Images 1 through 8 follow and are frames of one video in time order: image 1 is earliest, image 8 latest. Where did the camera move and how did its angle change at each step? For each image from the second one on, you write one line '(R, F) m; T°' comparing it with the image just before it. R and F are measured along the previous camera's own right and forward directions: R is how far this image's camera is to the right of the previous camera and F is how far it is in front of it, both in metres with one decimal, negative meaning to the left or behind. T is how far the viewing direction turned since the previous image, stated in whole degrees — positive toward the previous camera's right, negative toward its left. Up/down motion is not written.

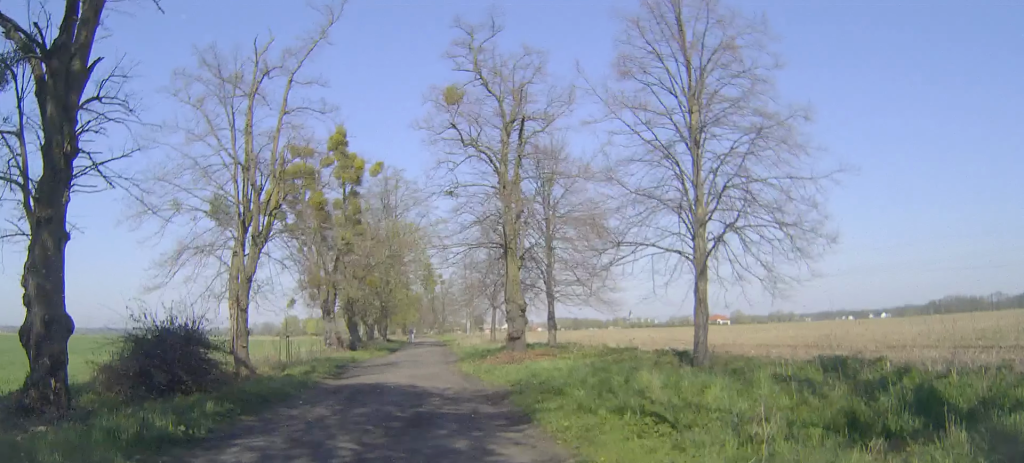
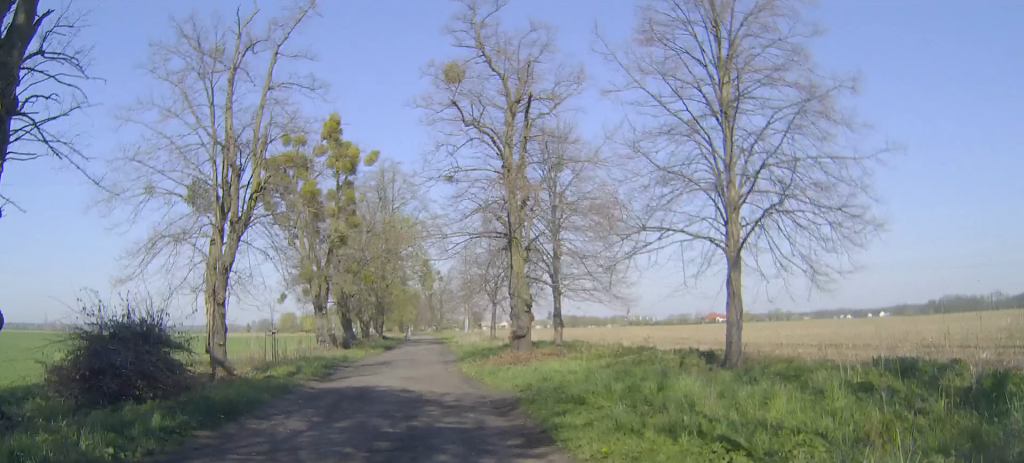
(0.0, +2.0) m; -1°
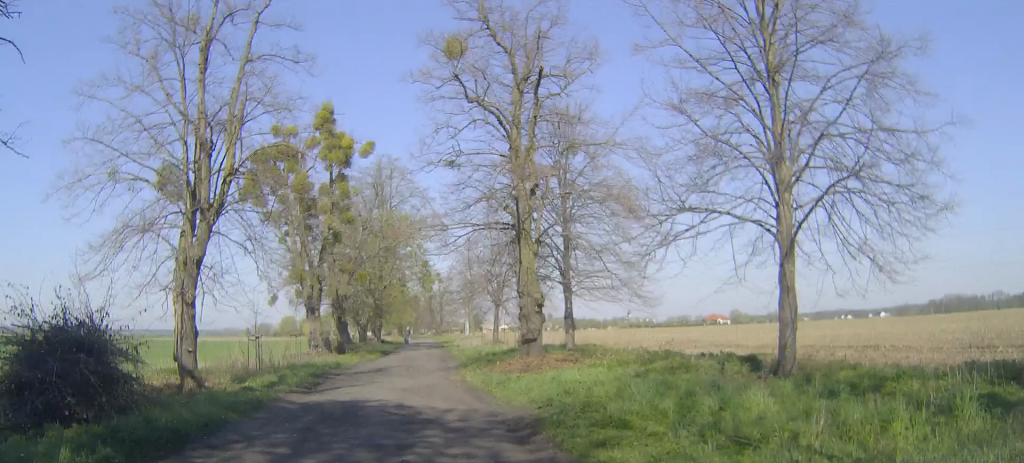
(0.0, +2.3) m; -1°
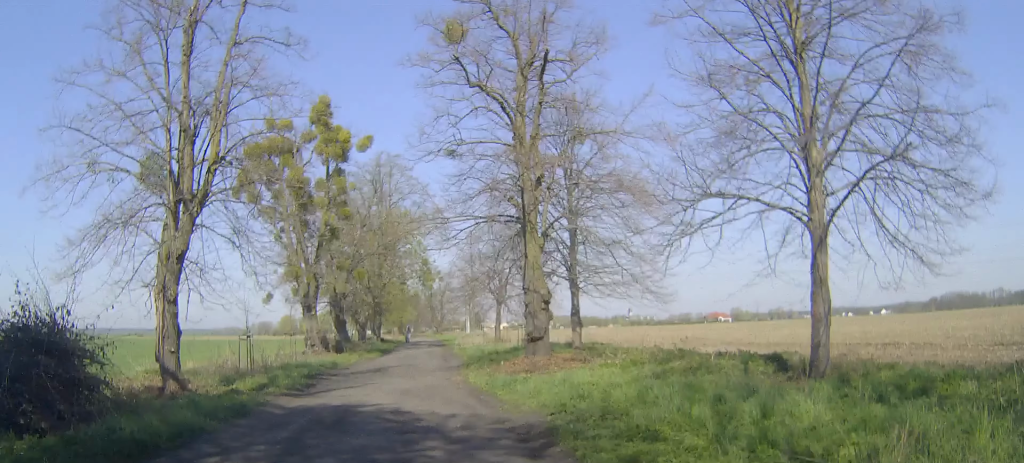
(0.0, +1.2) m; 0°
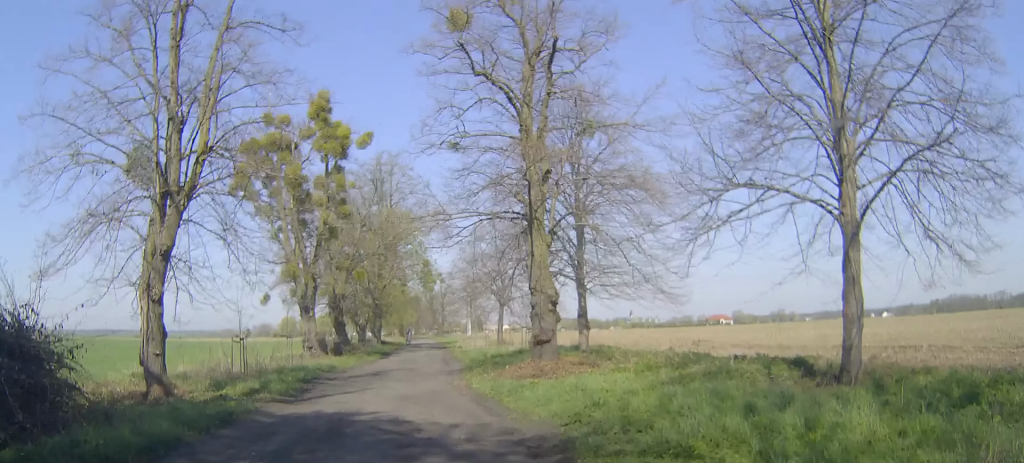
(0.0, +1.0) m; 0°
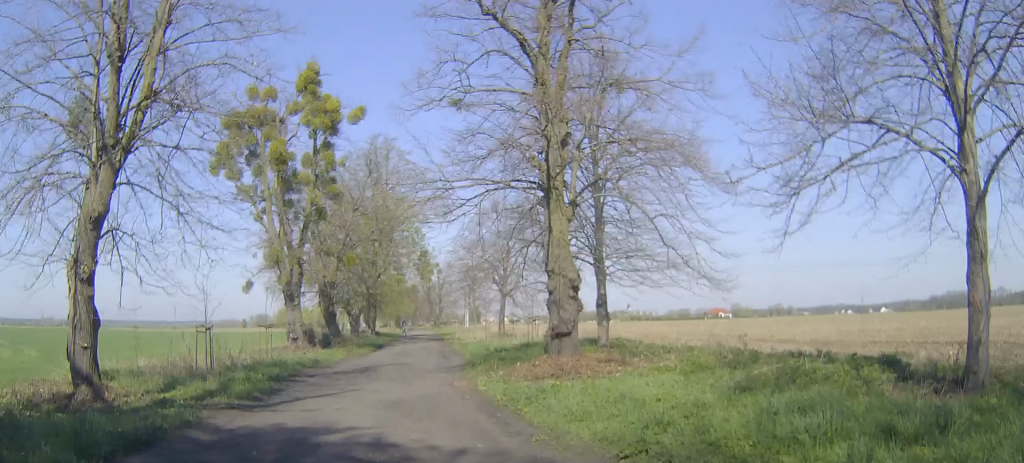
(0.0, +3.3) m; -3°
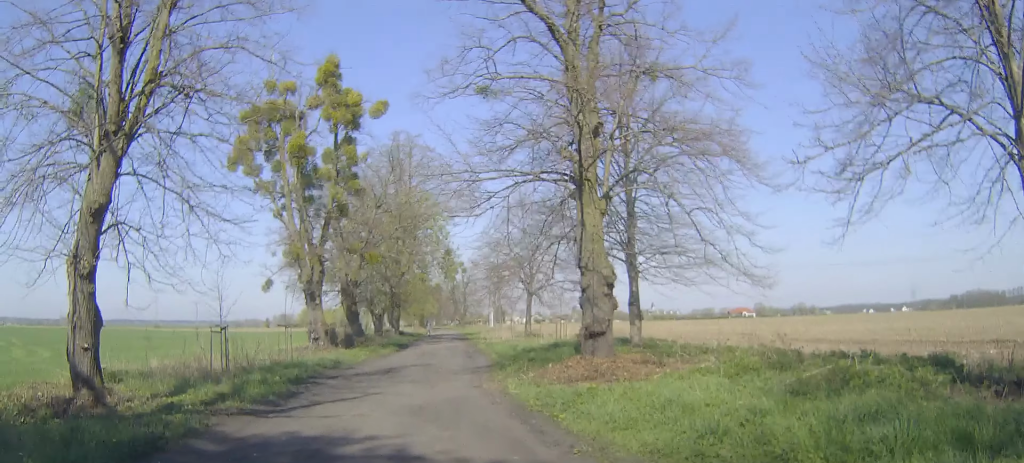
(0.0, +0.9) m; -1°
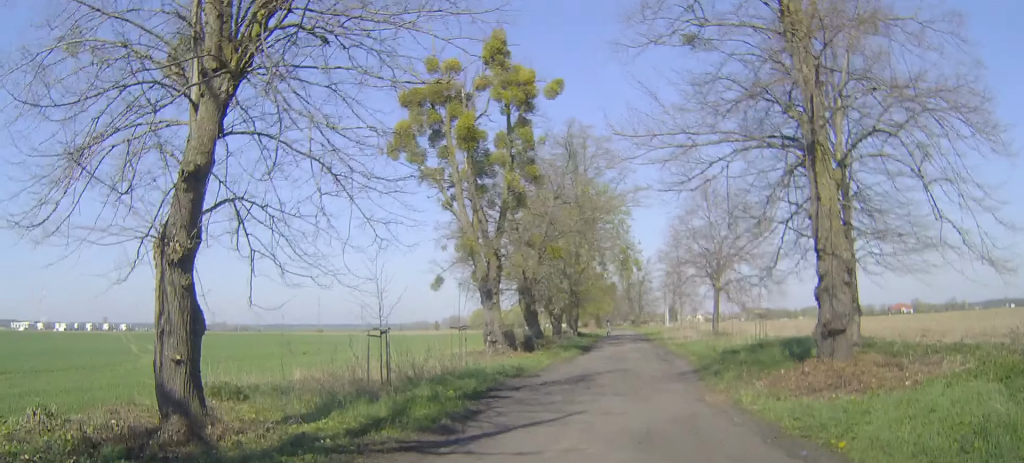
(-0.2, +2.9) m; -9°
